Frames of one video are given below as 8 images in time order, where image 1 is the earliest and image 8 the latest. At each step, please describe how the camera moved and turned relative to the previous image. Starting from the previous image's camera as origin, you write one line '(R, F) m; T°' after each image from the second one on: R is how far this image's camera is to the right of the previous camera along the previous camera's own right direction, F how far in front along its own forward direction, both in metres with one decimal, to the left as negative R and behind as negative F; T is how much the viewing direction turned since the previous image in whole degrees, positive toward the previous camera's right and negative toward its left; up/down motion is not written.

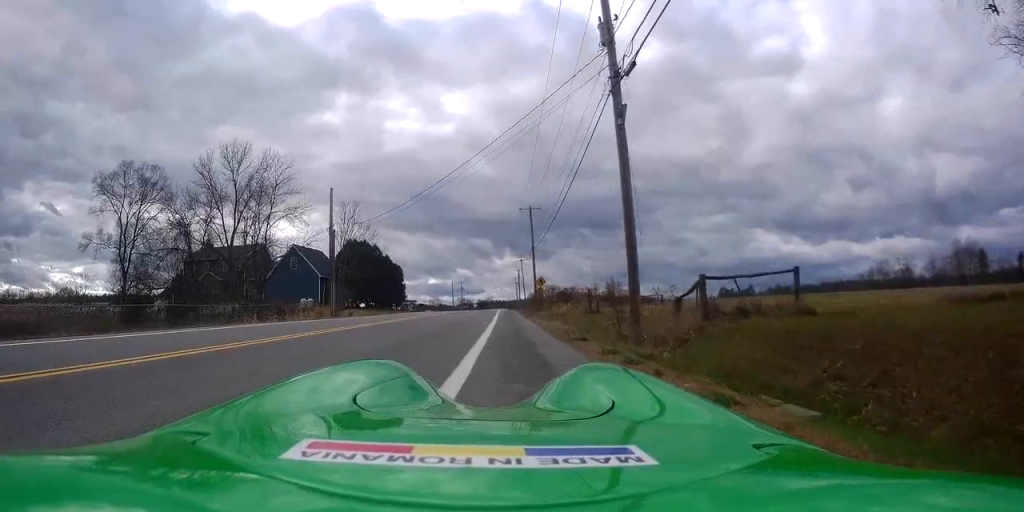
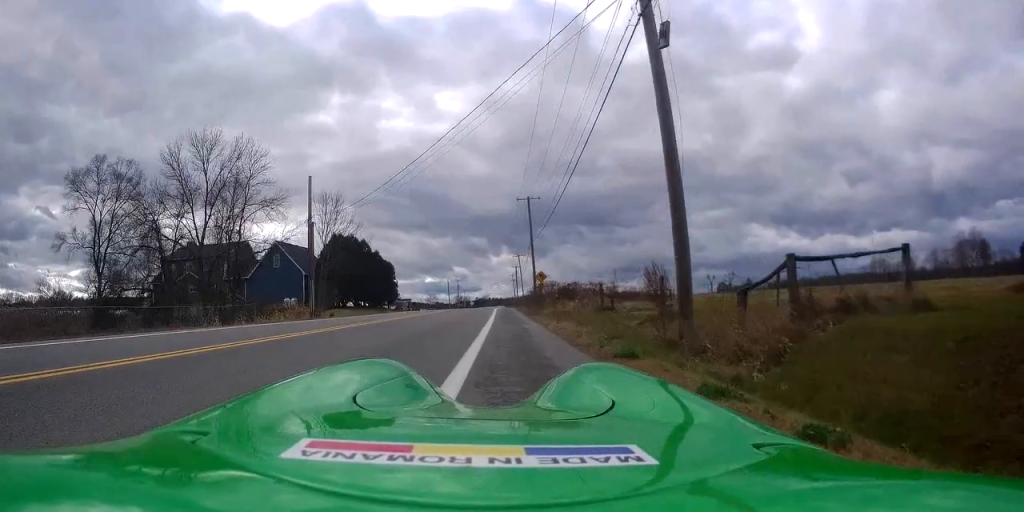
(+0.1, +4.2) m; +3°
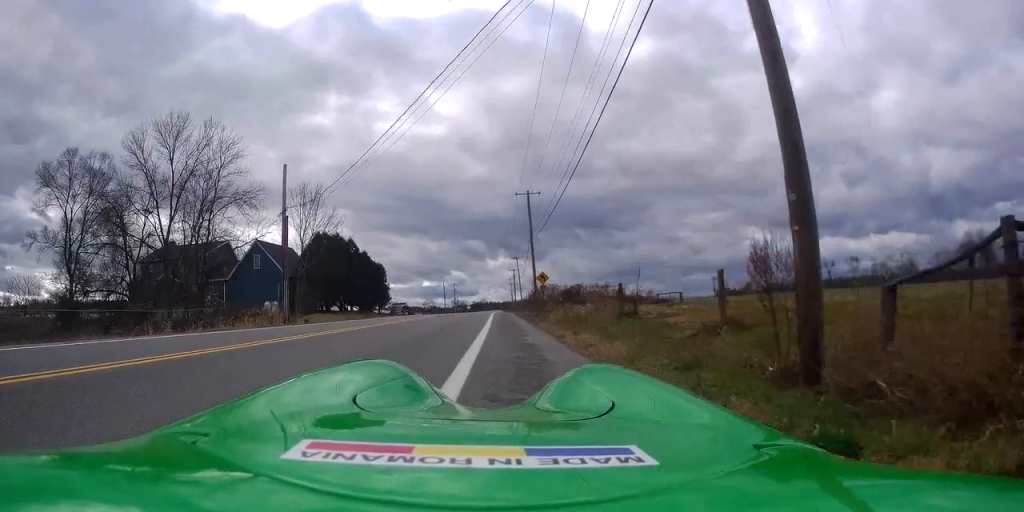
(+0.1, +4.6) m; +1°
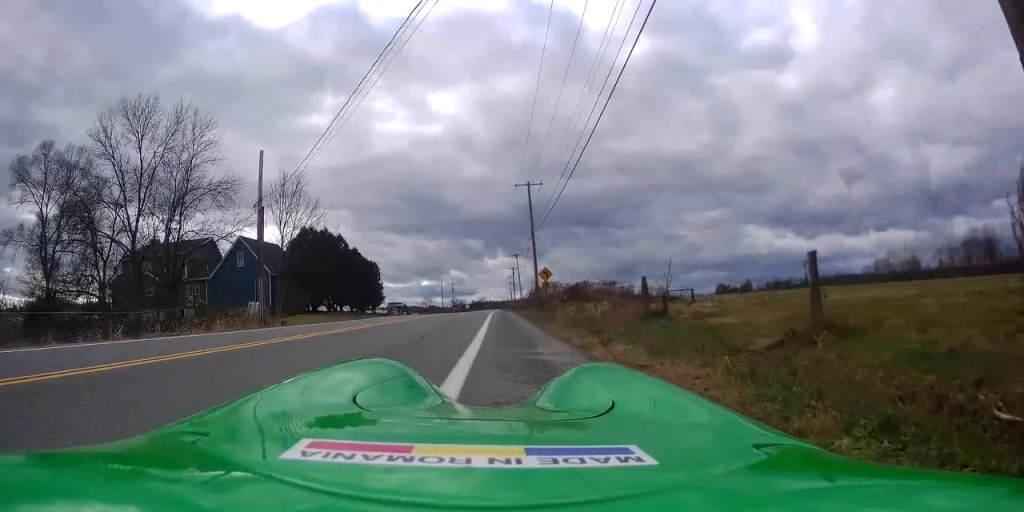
(-0.1, +3.8) m; +3°
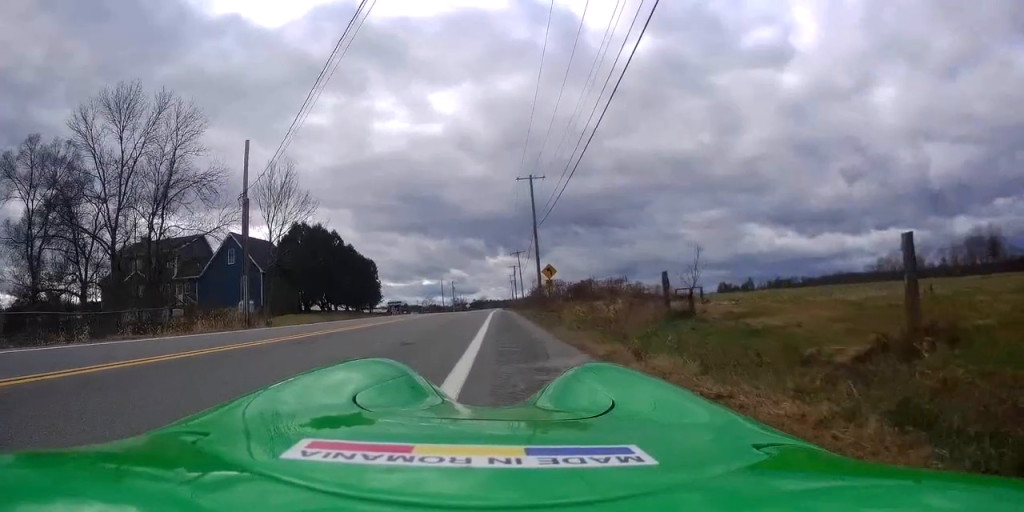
(+0.2, +2.3) m; +3°
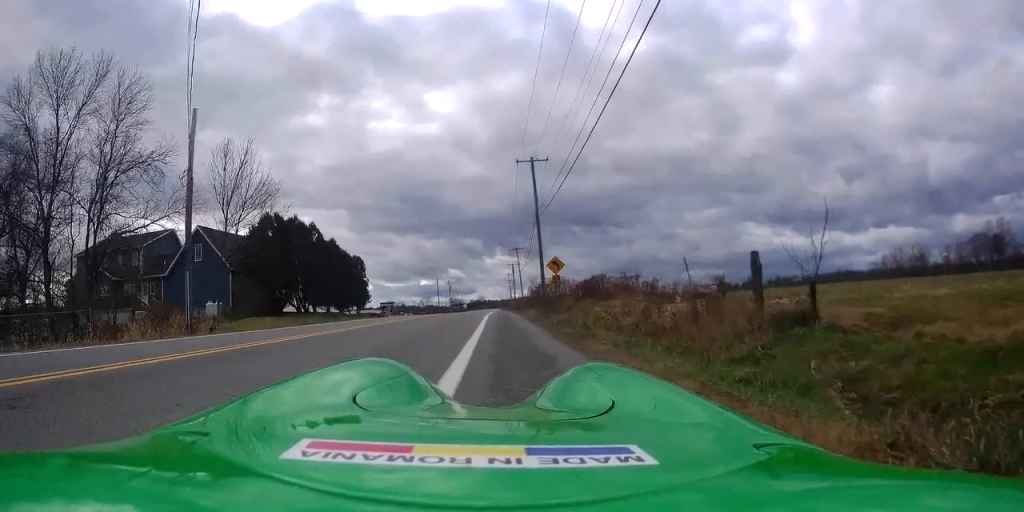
(0.0, +6.1) m; -5°
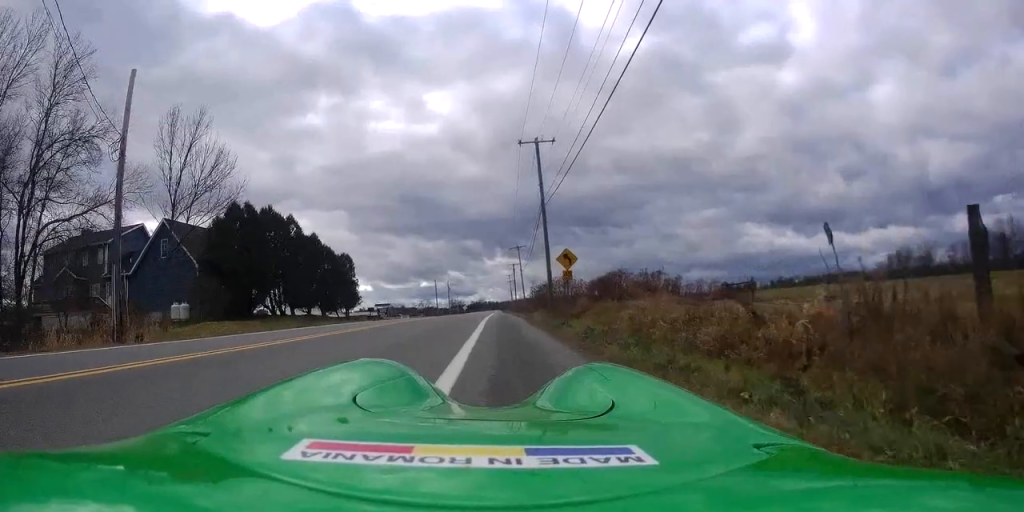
(-0.2, +5.7) m; -1°
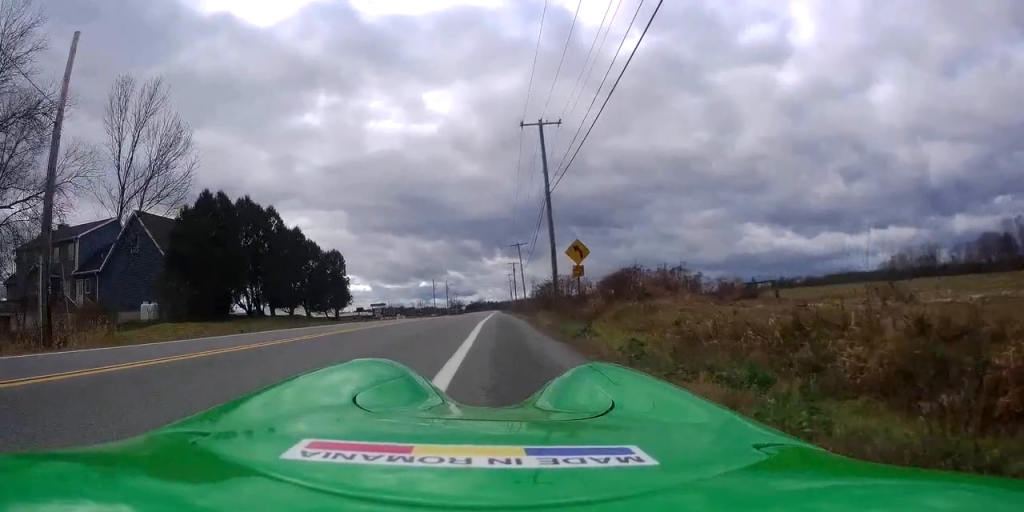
(+0.1, +3.7) m; -4°
